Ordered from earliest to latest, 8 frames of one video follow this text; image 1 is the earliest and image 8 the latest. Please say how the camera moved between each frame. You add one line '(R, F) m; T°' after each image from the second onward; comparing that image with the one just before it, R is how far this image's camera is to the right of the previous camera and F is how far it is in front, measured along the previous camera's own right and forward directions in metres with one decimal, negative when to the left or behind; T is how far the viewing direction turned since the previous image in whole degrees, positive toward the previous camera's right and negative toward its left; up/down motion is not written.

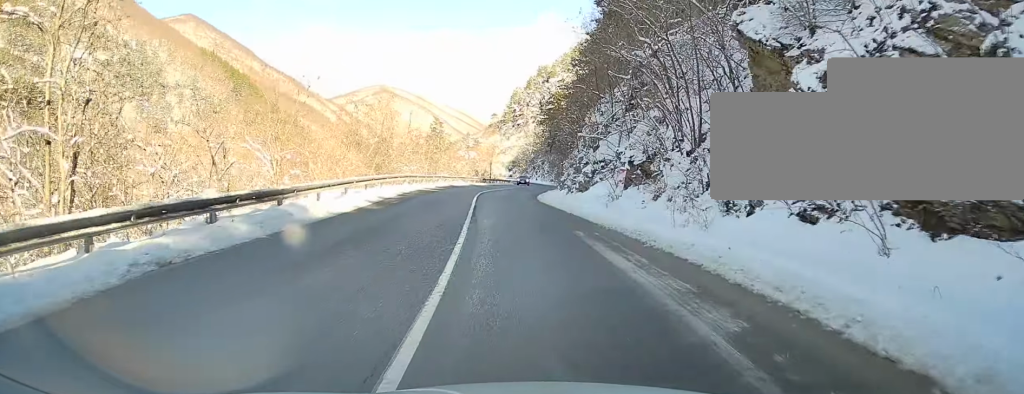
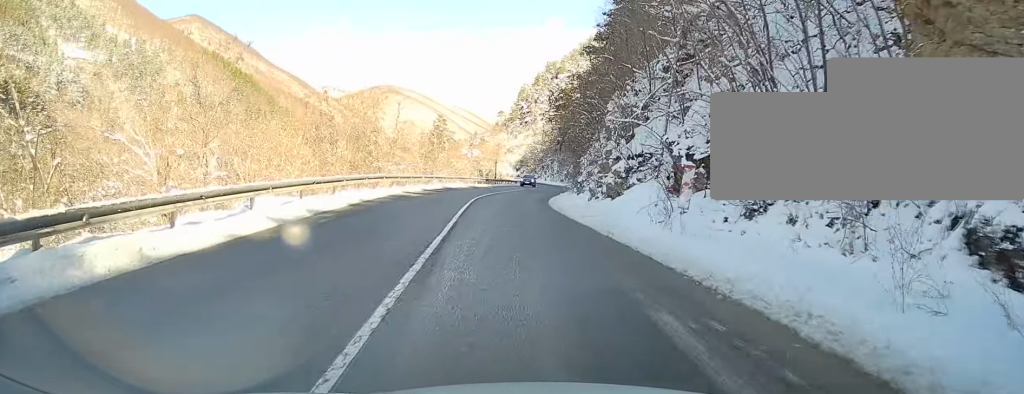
(0.0, +9.1) m; 0°
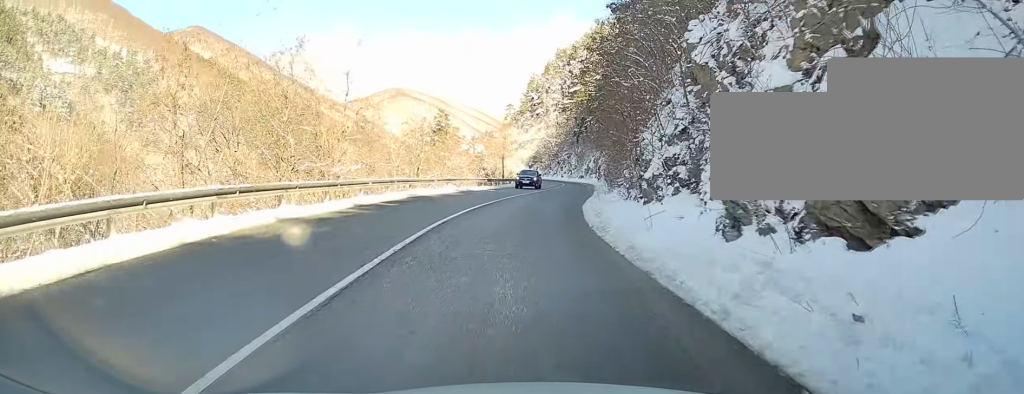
(-0.2, +17.7) m; +1°
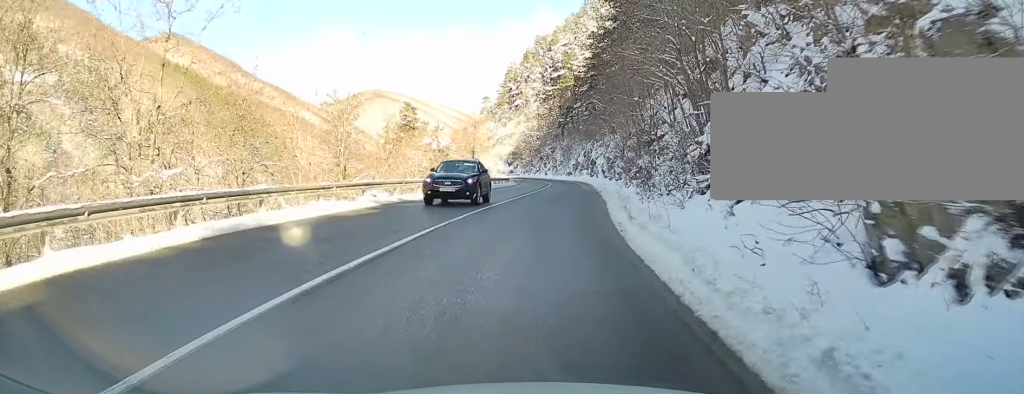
(+0.4, +17.2) m; +2°
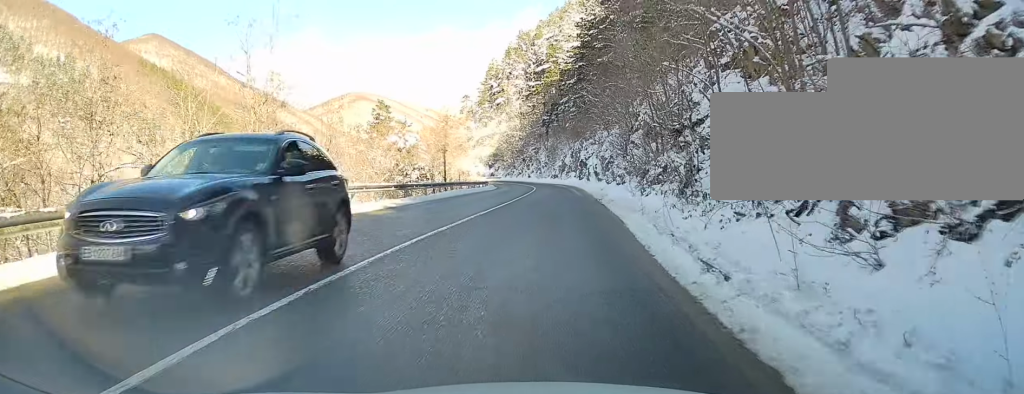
(0.0, +9.2) m; +1°
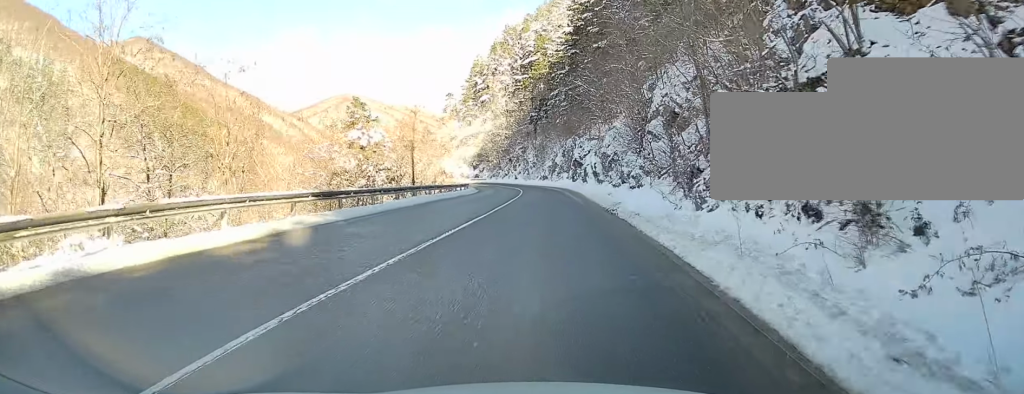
(+0.2, +9.1) m; +1°
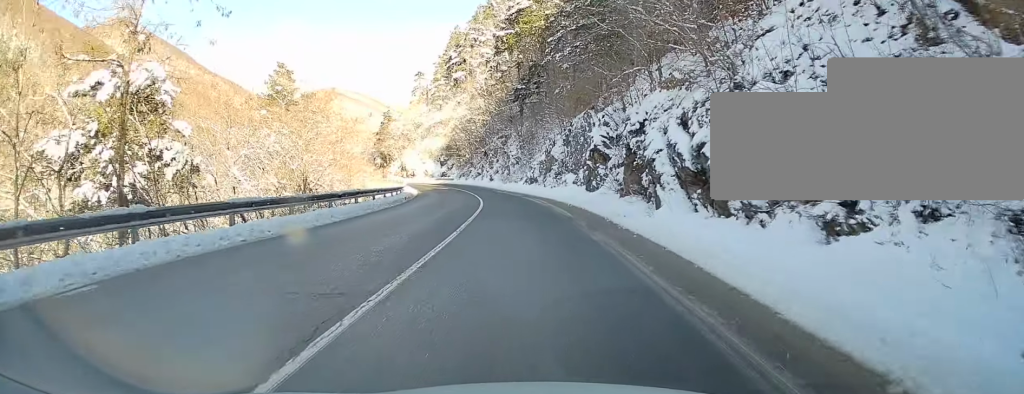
(-0.4, +31.3) m; -3°
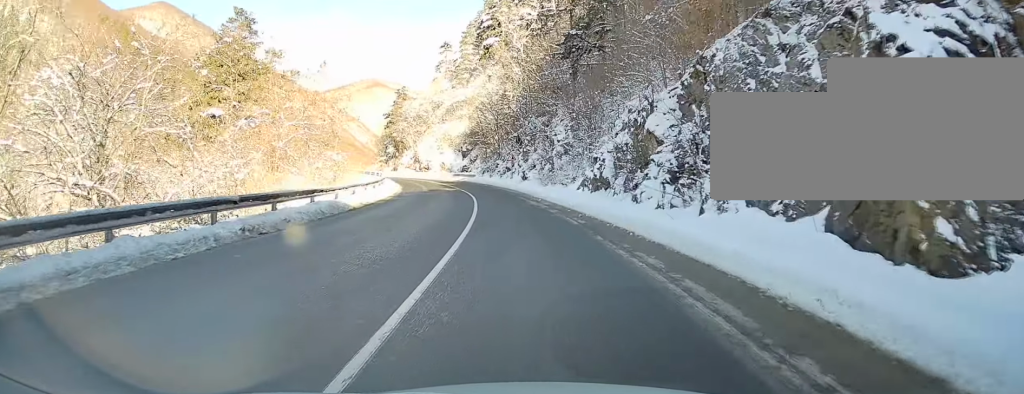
(-0.5, +25.4) m; -4°
